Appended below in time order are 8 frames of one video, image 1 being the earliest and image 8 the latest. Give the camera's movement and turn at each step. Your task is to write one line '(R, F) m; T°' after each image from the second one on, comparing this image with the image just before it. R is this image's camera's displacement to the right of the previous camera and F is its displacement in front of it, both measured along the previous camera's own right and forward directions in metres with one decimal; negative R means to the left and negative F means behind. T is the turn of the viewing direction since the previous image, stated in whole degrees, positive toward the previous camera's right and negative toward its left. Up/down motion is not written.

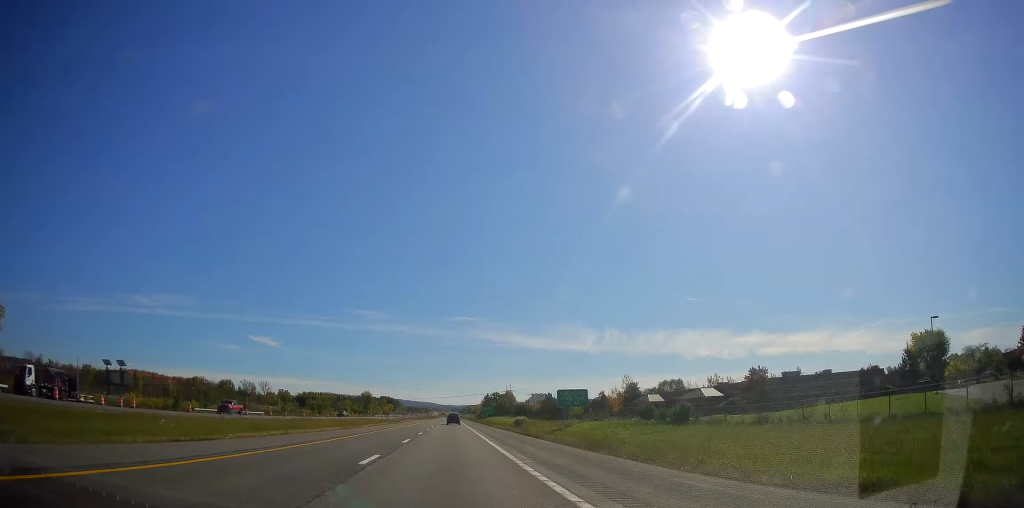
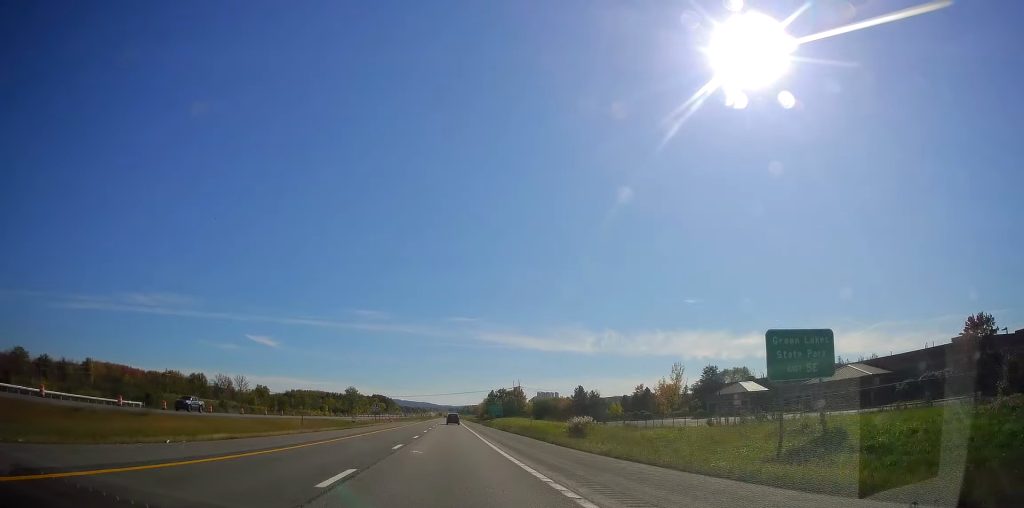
(-0.6, +52.0) m; -1°
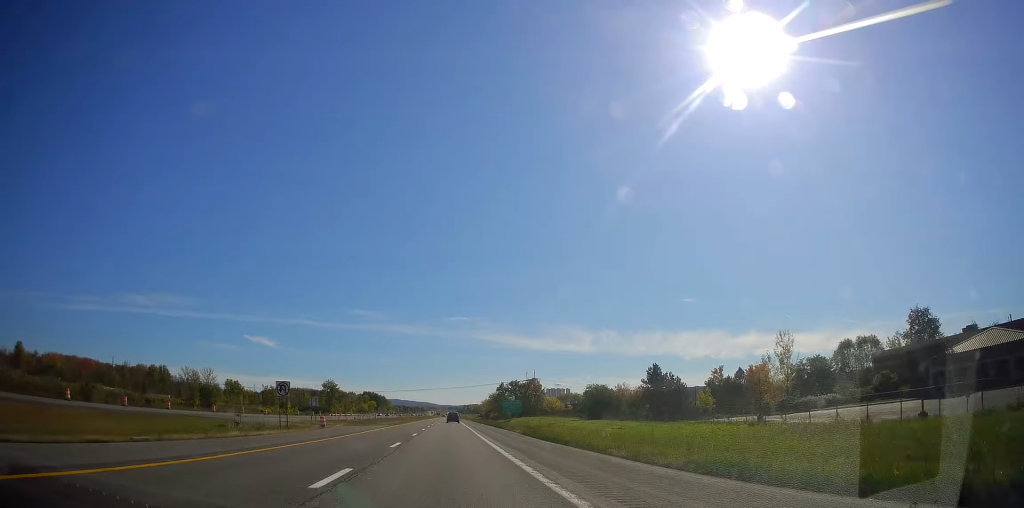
(+0.7, +59.1) m; 0°
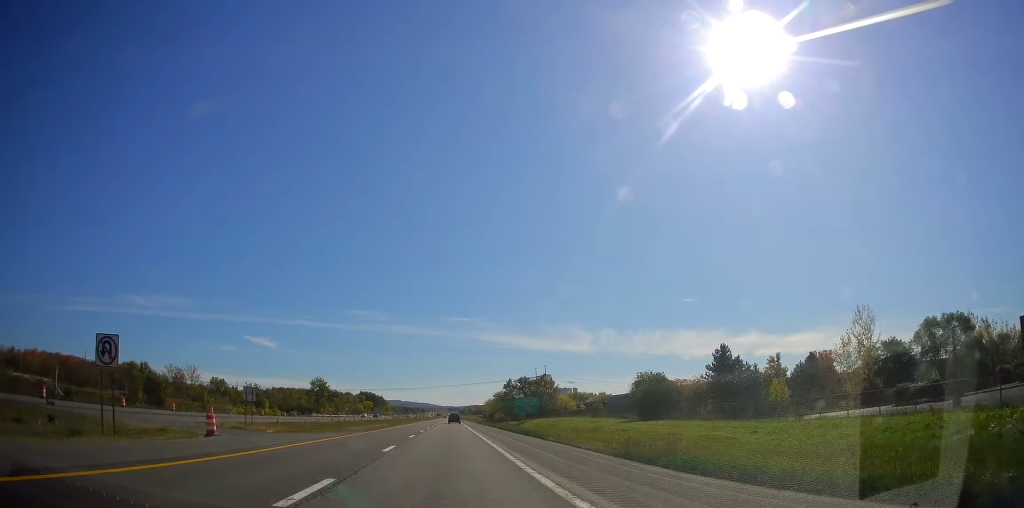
(-0.3, +25.5) m; 0°
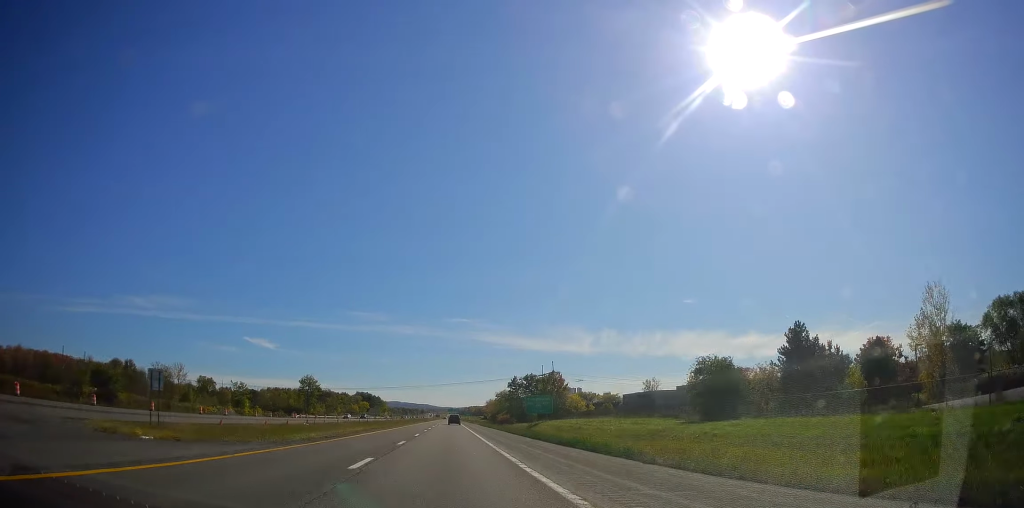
(0.0, +17.7) m; 0°
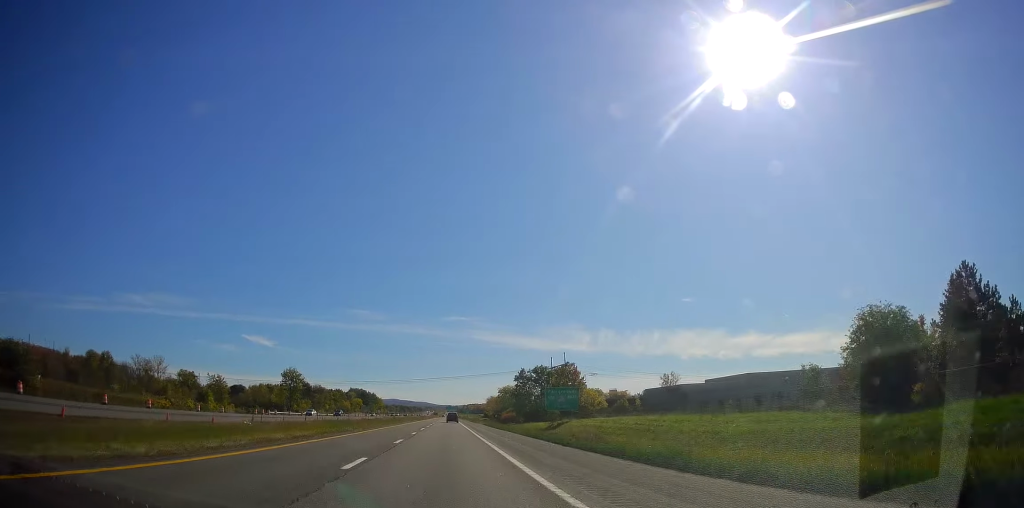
(+0.2, +23.6) m; 0°
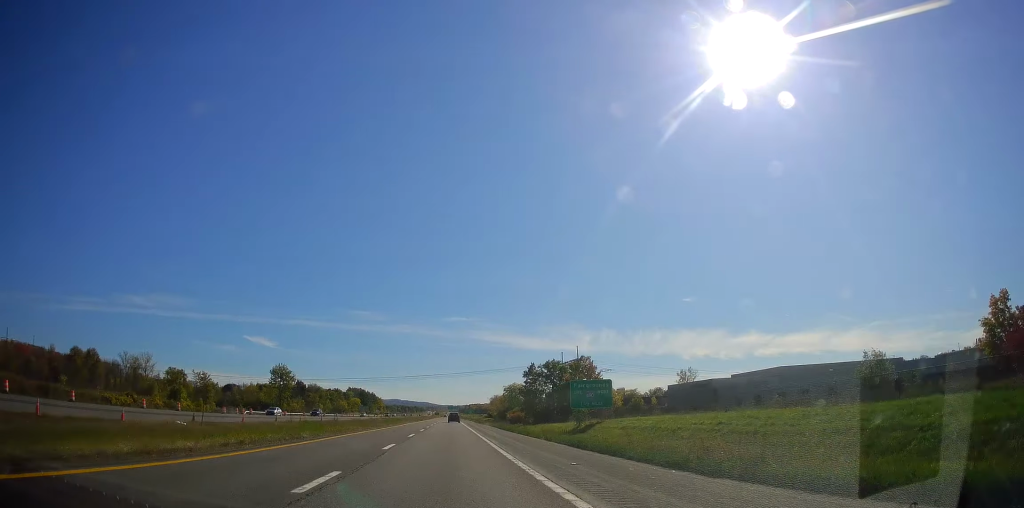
(-0.2, +15.8) m; 0°
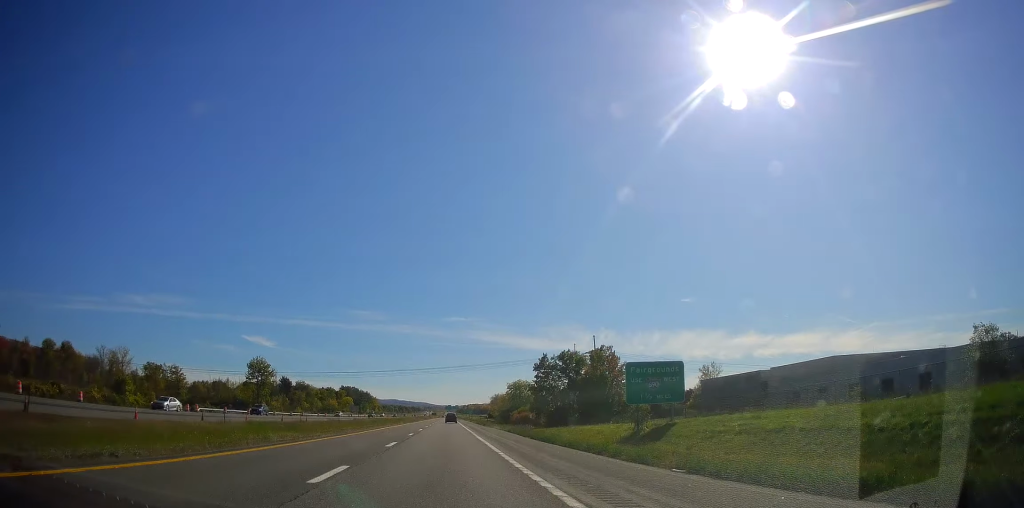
(0.0, +21.7) m; 0°
